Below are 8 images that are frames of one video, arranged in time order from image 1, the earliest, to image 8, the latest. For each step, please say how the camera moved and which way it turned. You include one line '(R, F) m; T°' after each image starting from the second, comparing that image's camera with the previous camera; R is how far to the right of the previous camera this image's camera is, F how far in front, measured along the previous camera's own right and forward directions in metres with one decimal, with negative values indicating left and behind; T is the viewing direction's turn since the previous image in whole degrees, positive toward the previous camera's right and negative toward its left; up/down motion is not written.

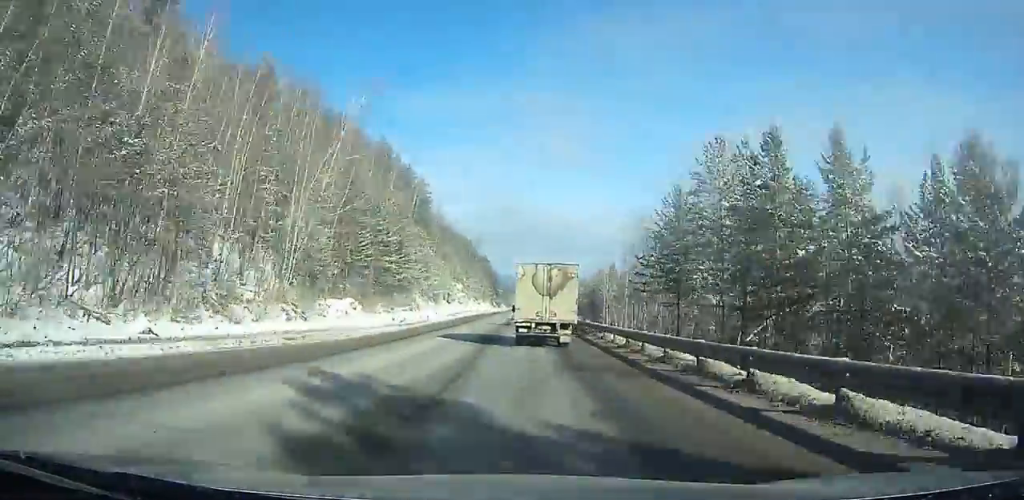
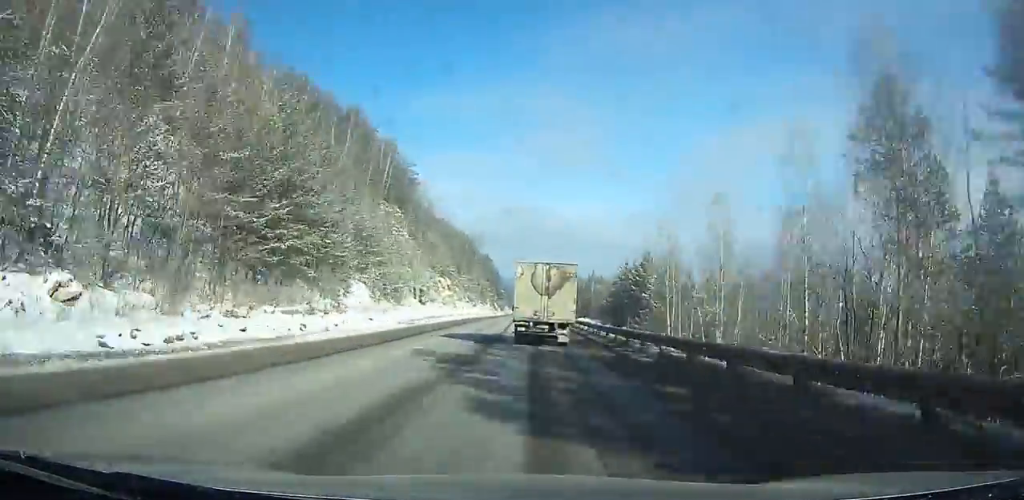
(-0.2, +33.9) m; 0°
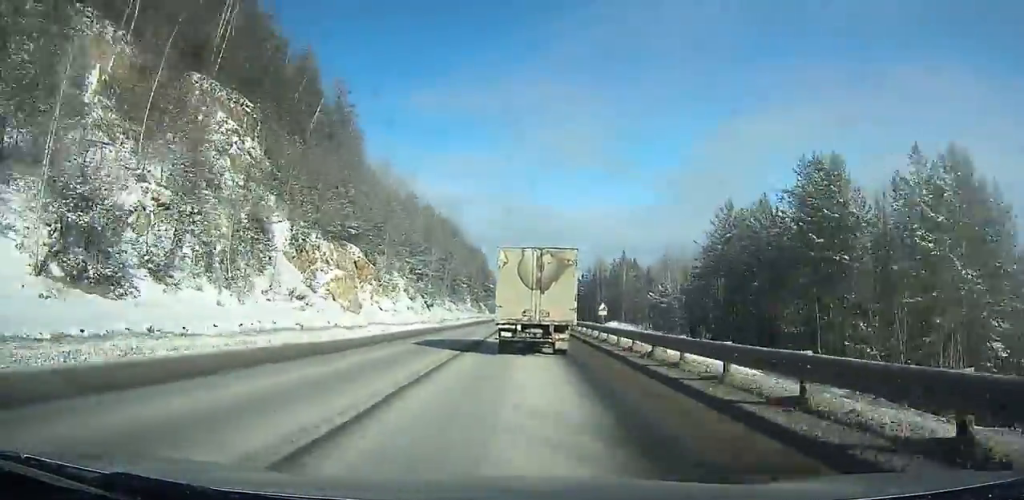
(-0.2, +60.7) m; 0°
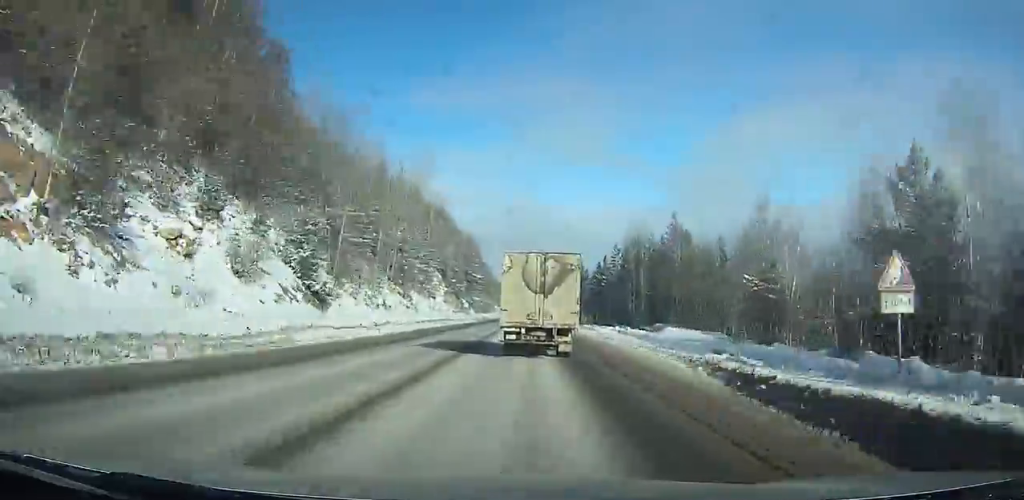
(0.0, +47.9) m; 0°
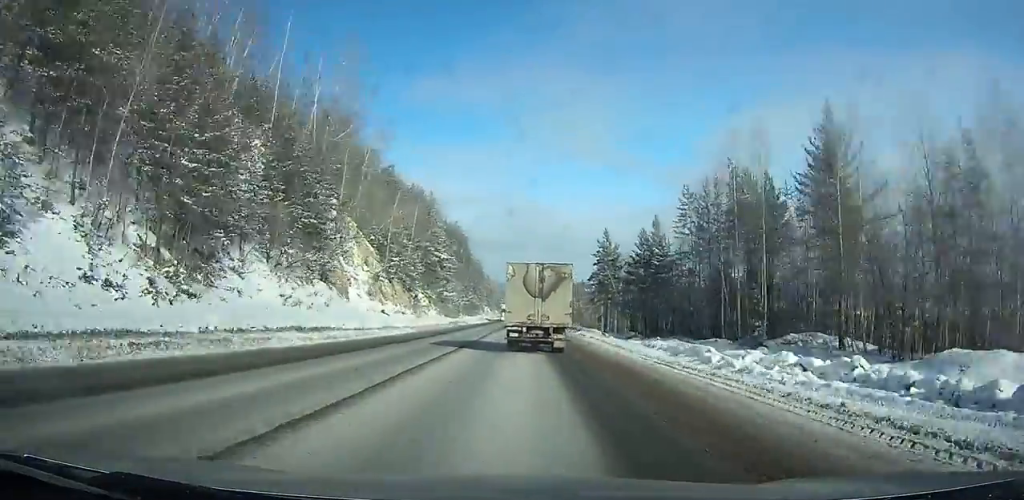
(0.0, +47.5) m; 0°
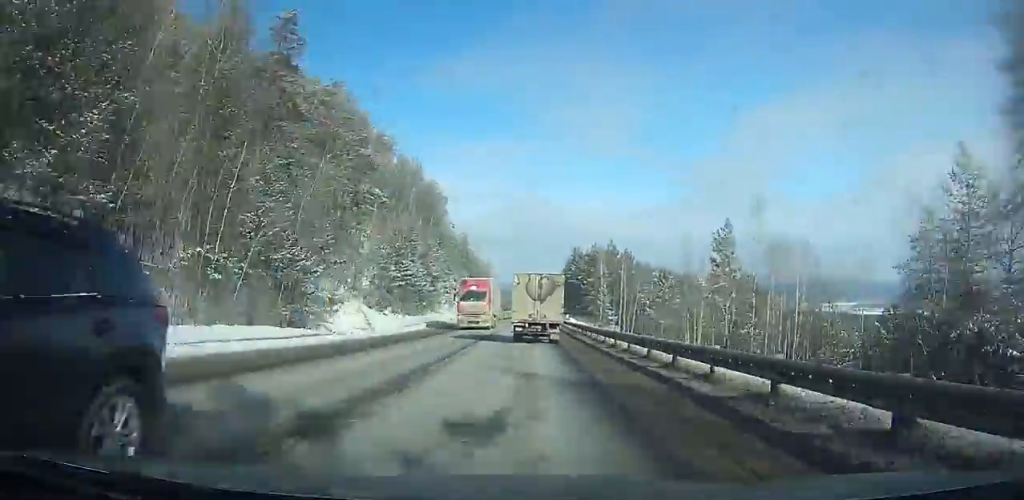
(-0.3, +94.3) m; 0°
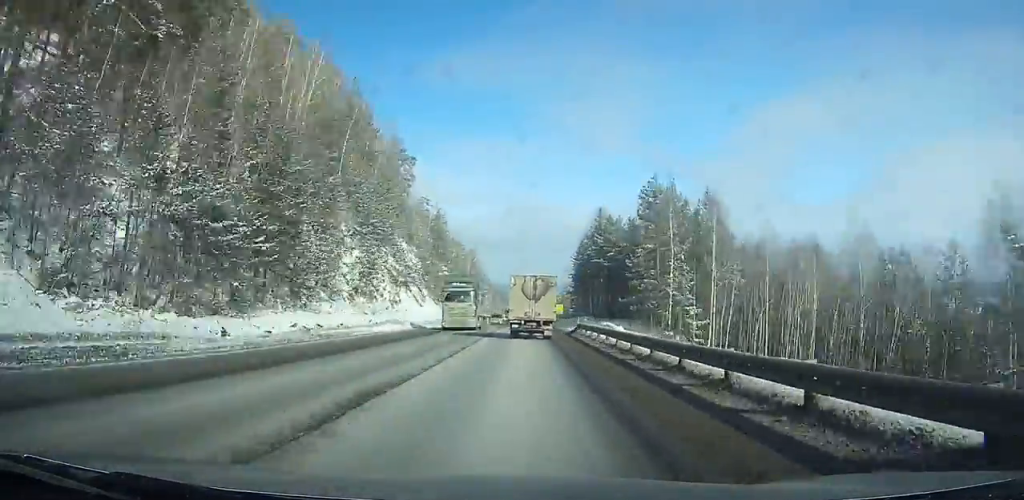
(+0.2, +51.8) m; 0°
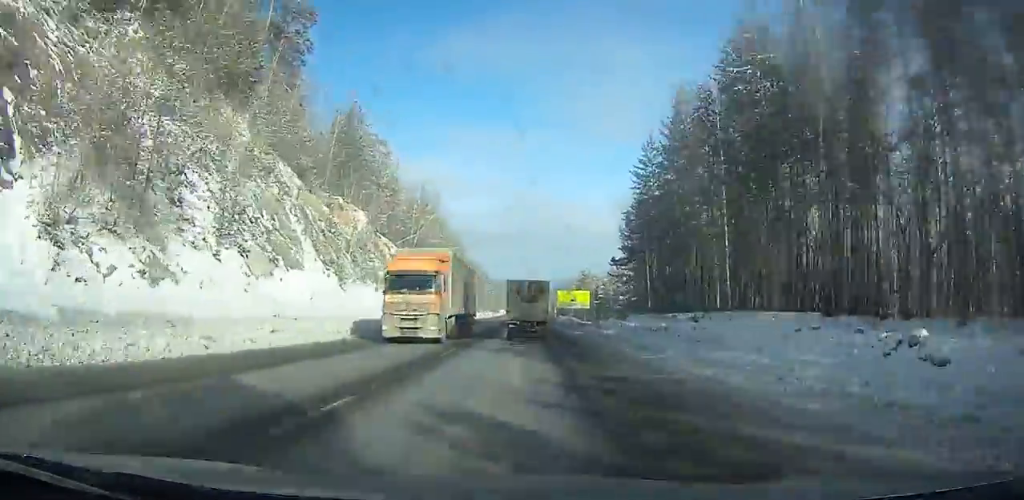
(+0.2, +70.9) m; 0°
